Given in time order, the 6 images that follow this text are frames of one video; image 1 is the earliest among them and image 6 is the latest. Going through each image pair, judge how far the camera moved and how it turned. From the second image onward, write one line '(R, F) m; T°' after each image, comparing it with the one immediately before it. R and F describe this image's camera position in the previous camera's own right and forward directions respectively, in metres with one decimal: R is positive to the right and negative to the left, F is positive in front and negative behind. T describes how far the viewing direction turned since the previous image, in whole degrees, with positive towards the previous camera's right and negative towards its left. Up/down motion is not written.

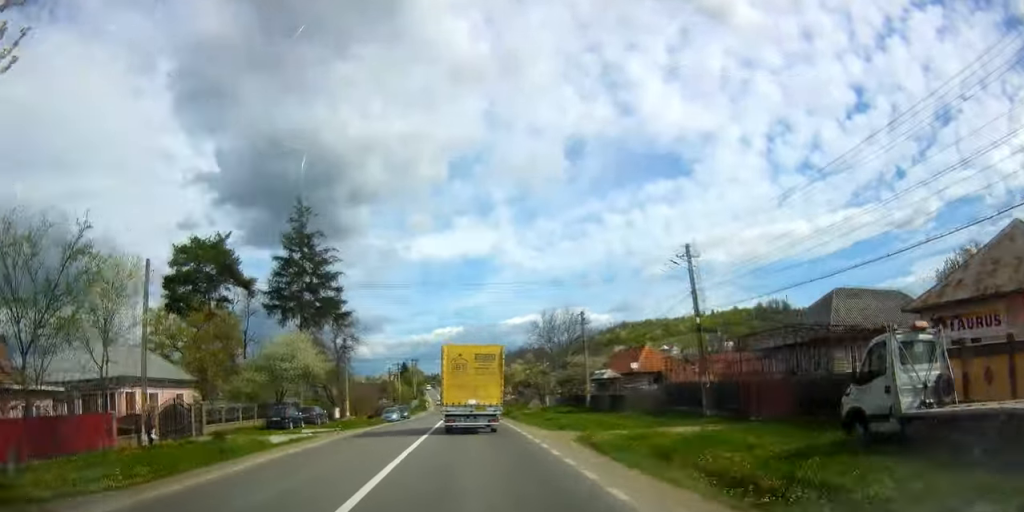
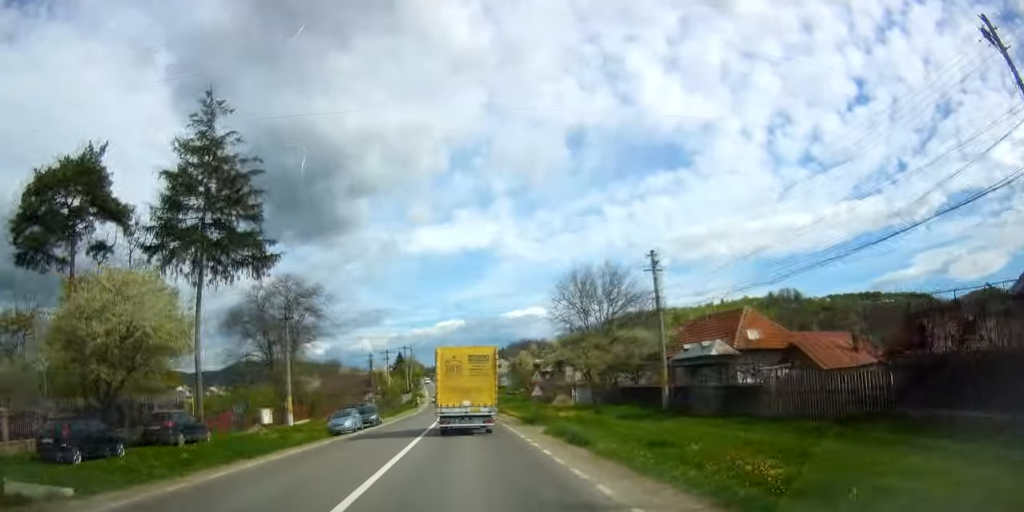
(-0.3, +21.3) m; -1°
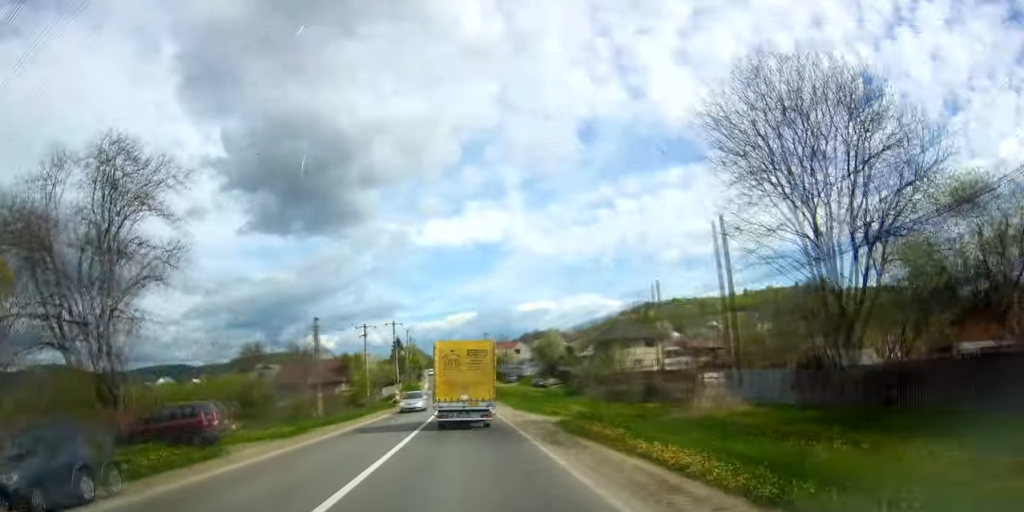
(+0.1, +34.7) m; 0°
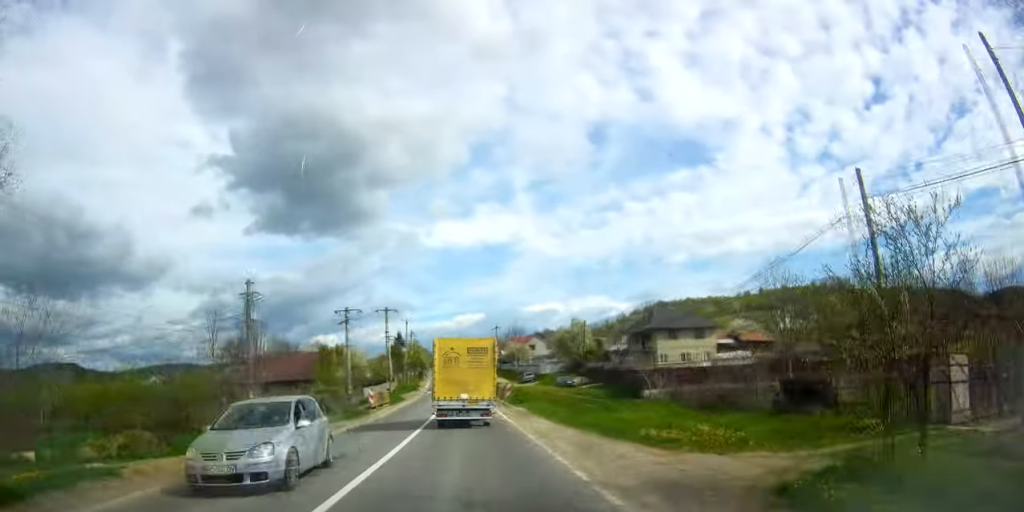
(0.0, +17.5) m; -1°
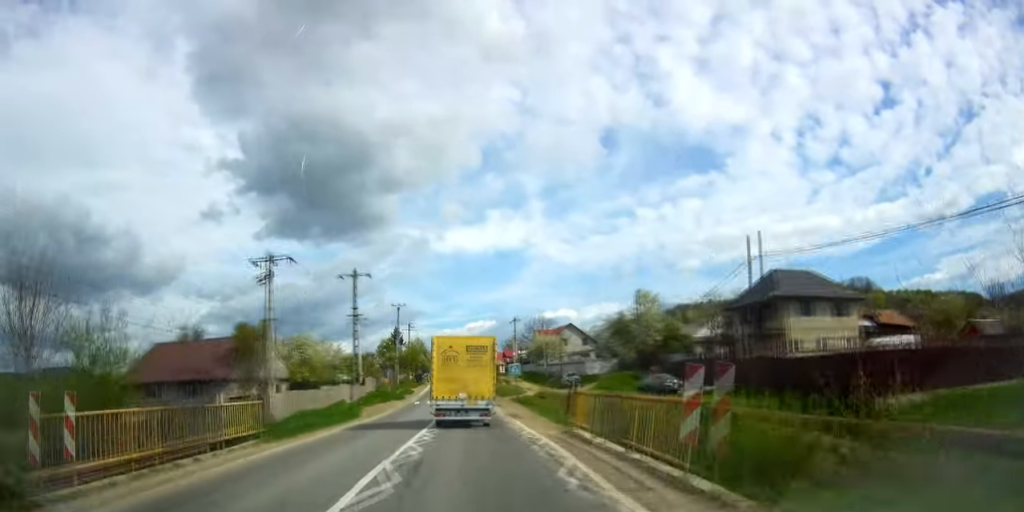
(-0.4, +30.2) m; -1°
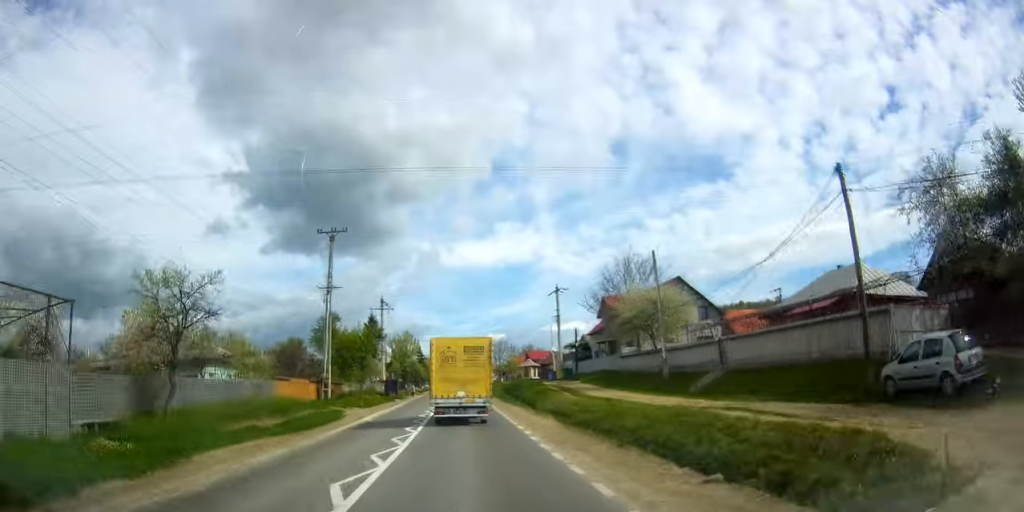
(-0.9, +50.8) m; -1°
